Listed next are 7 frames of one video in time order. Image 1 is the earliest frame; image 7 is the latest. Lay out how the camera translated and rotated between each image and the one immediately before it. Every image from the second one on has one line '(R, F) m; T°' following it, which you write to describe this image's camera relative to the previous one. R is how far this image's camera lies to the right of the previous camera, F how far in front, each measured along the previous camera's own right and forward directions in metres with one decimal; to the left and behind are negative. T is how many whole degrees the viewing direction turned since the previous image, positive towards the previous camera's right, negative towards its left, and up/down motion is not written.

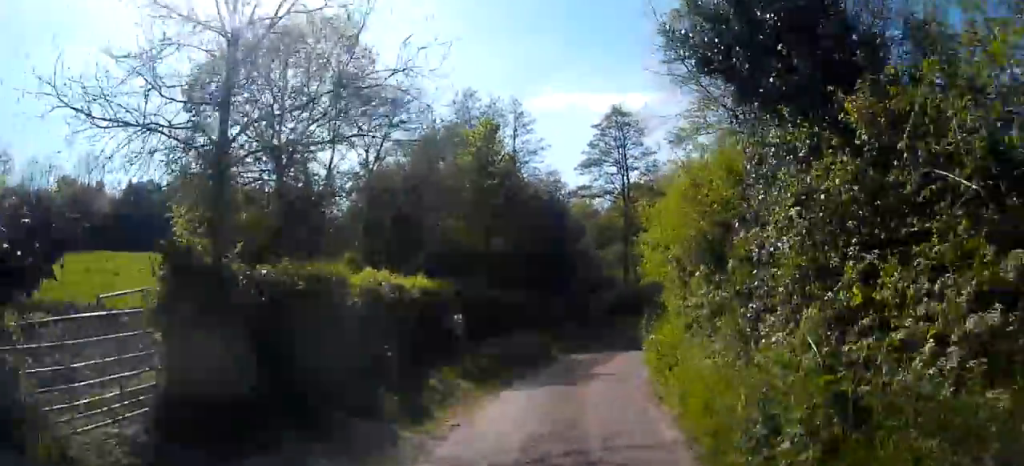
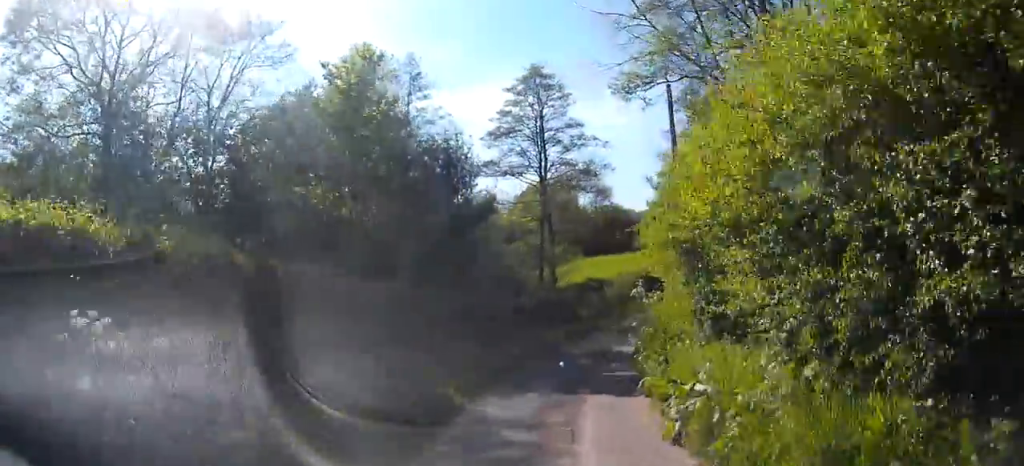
(+0.3, +9.1) m; +7°
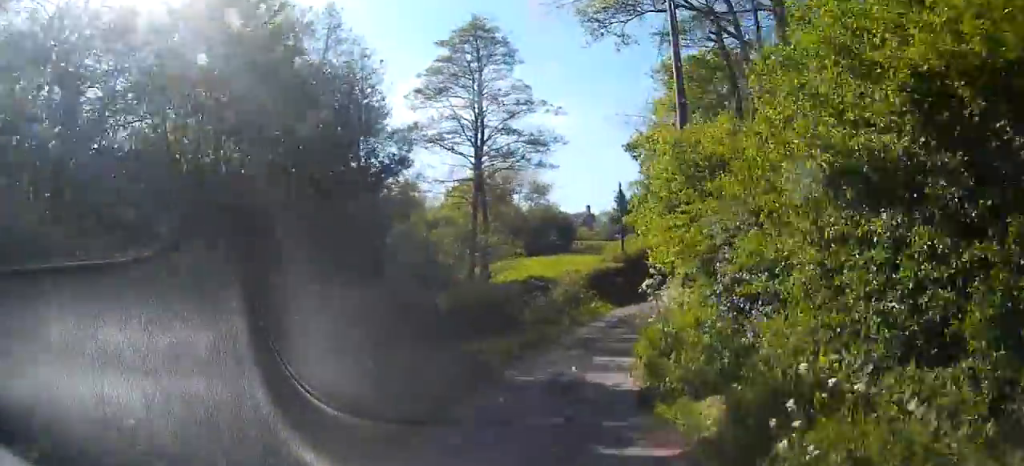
(+0.3, +6.8) m; +9°
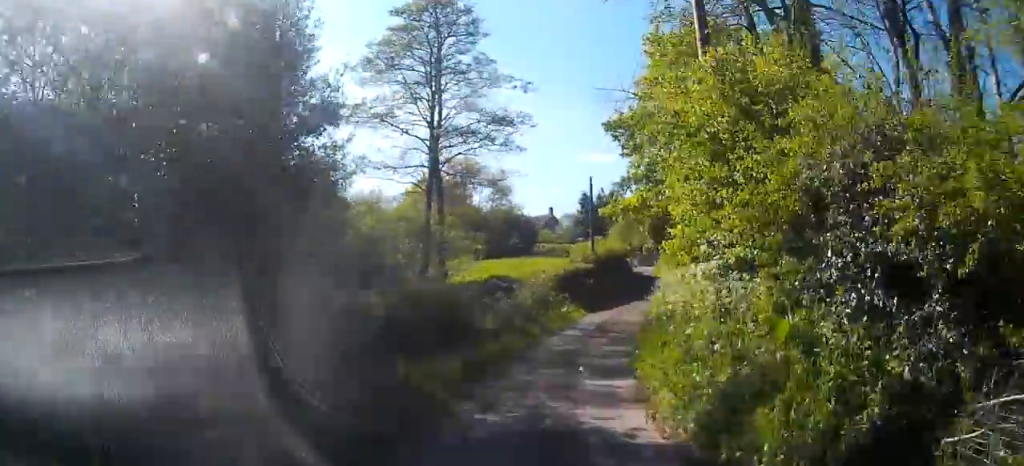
(+0.4, +3.9) m; +5°
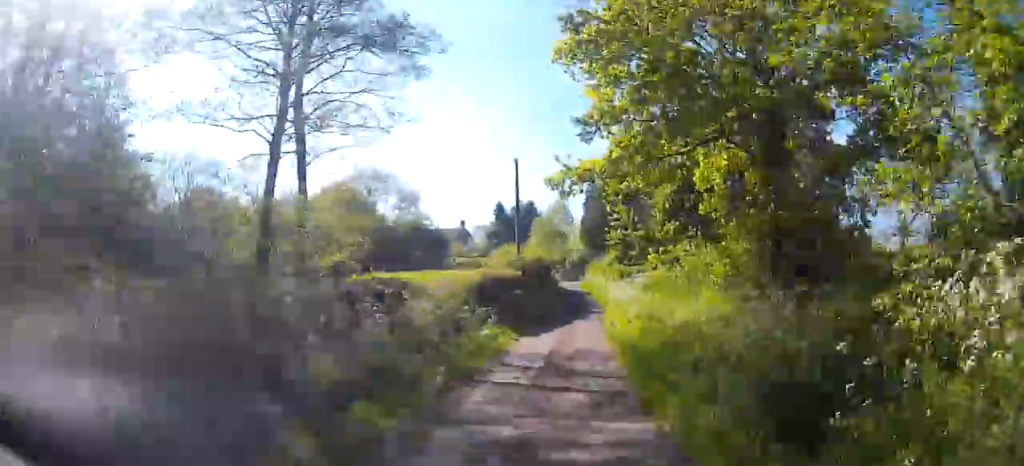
(+0.6, +9.3) m; +6°
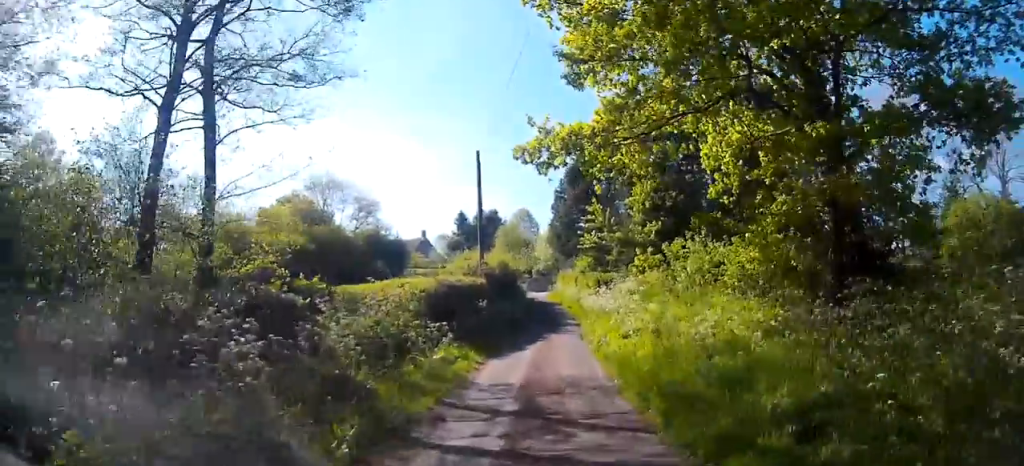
(+0.1, +3.9) m; +3°
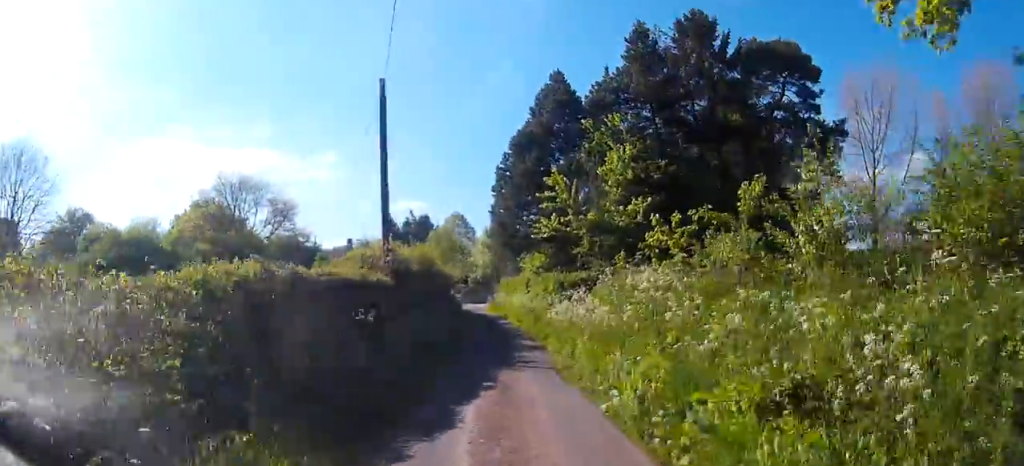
(+0.8, +10.3) m; +7°
